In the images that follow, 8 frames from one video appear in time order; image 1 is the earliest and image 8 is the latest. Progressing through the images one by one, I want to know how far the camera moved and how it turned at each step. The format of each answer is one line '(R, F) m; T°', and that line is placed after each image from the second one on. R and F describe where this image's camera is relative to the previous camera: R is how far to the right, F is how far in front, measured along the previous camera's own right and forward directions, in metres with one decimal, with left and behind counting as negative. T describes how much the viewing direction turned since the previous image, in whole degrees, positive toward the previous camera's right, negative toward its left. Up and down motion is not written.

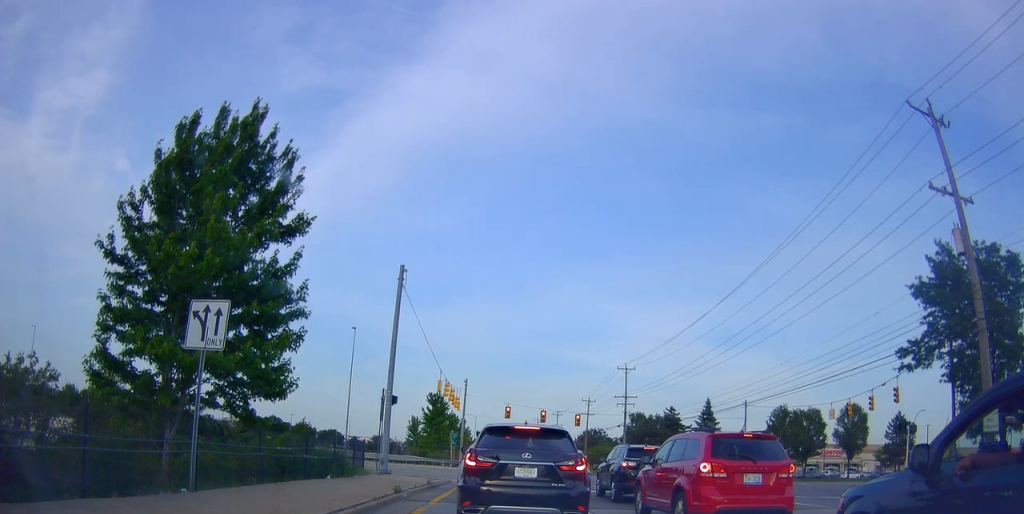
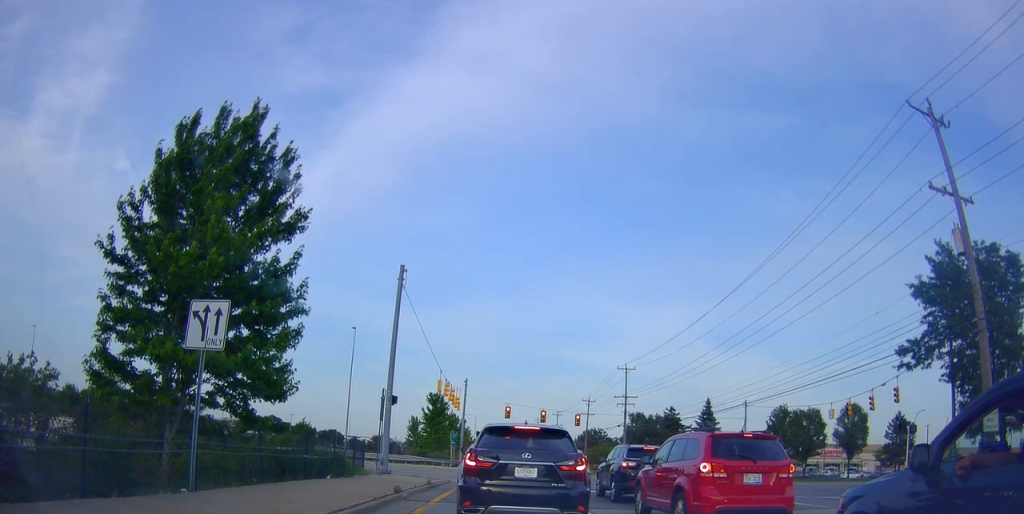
(0.0, 0.0) m; 0°
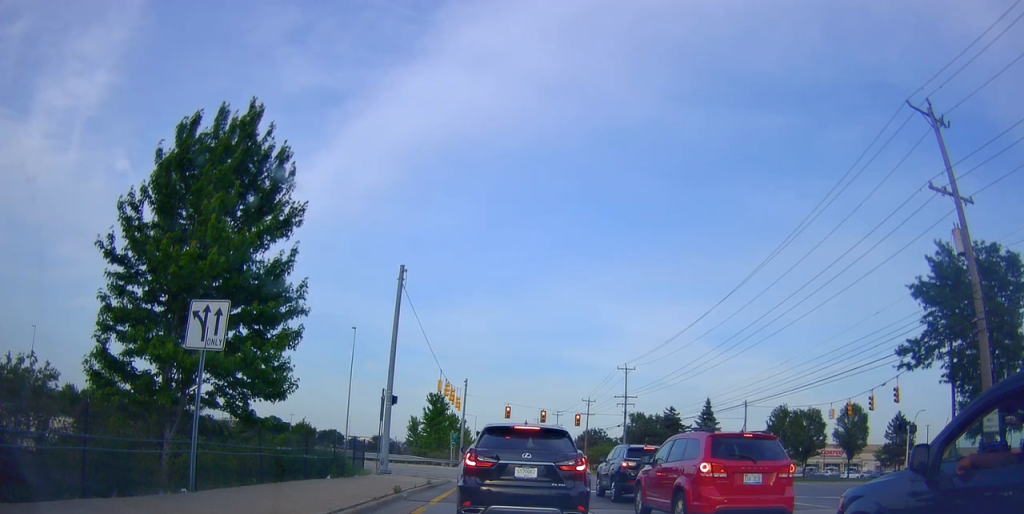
(0.0, 0.0) m; 0°
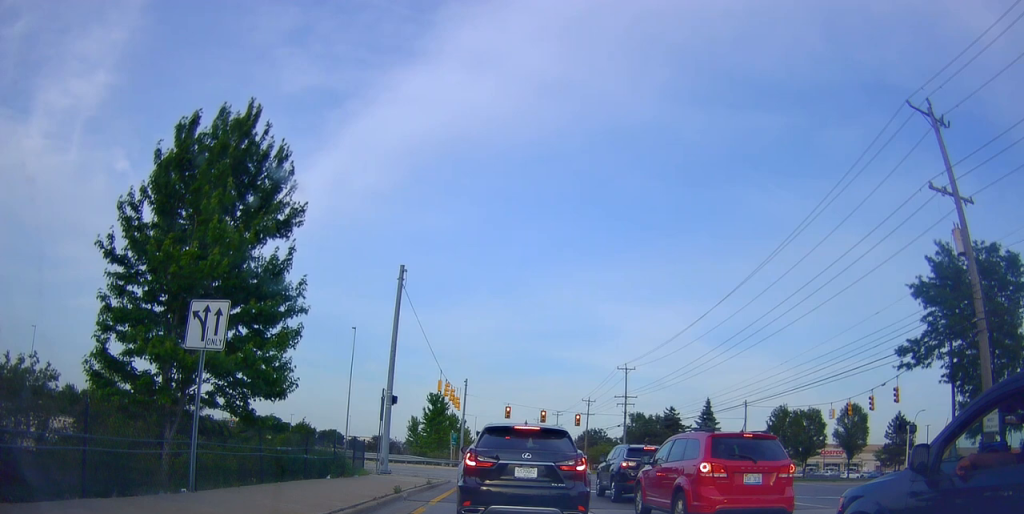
(0.0, 0.0) m; 0°
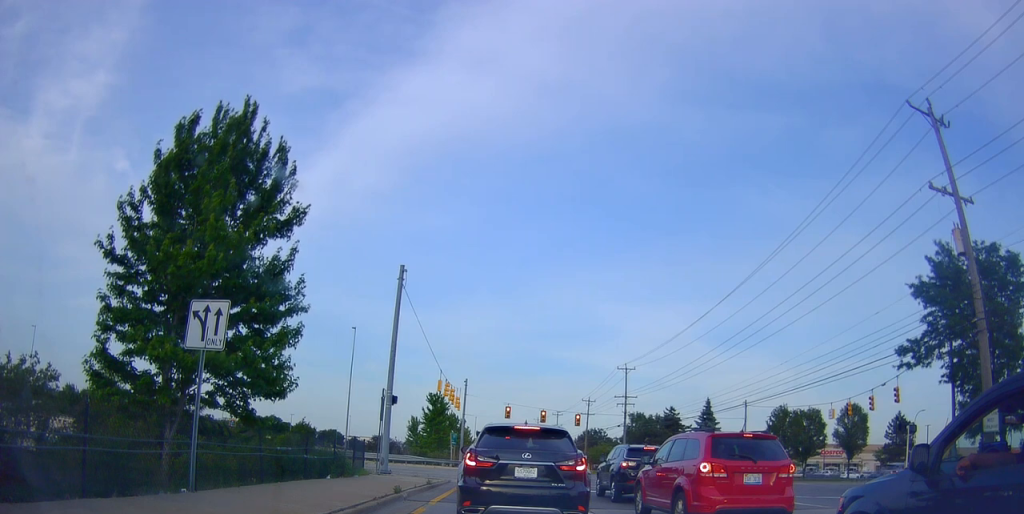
(0.0, 0.0) m; 0°
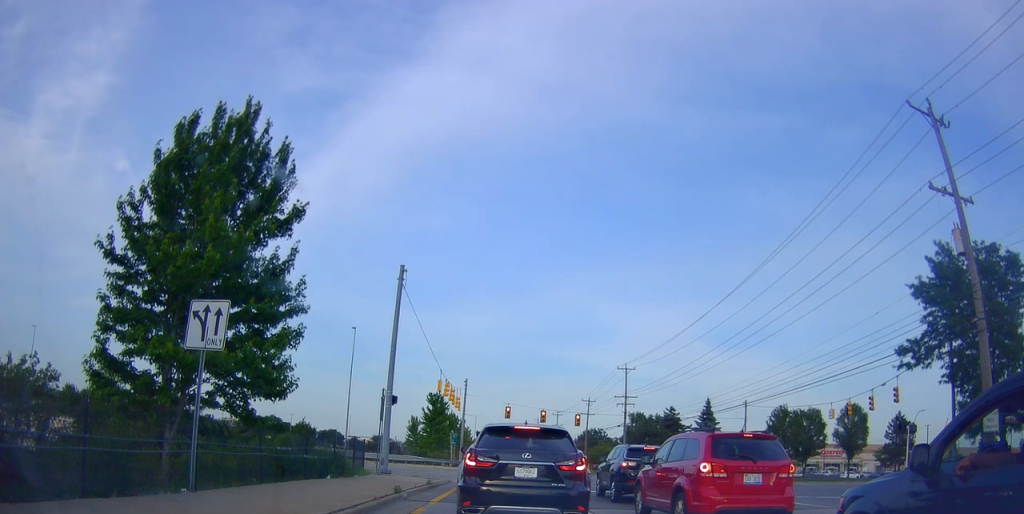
(0.0, 0.0) m; 0°
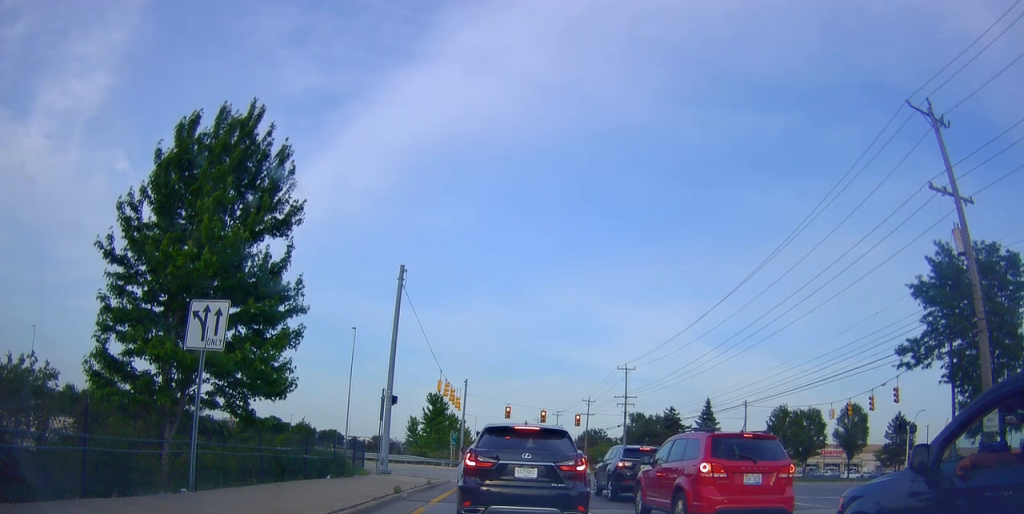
(0.0, 0.0) m; 0°
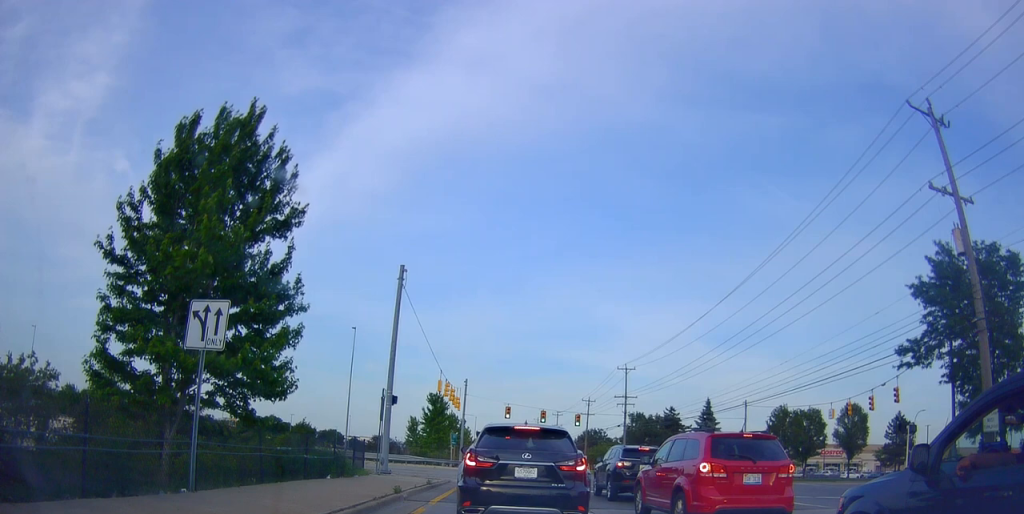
(0.0, 0.0) m; 0°
